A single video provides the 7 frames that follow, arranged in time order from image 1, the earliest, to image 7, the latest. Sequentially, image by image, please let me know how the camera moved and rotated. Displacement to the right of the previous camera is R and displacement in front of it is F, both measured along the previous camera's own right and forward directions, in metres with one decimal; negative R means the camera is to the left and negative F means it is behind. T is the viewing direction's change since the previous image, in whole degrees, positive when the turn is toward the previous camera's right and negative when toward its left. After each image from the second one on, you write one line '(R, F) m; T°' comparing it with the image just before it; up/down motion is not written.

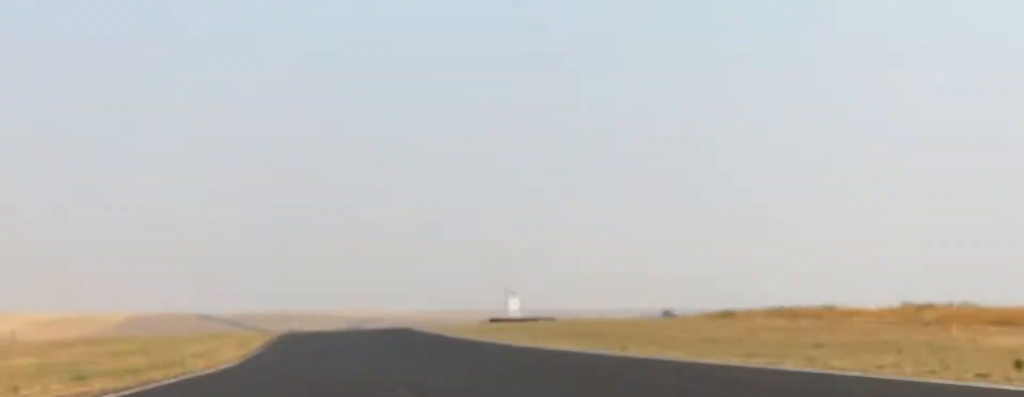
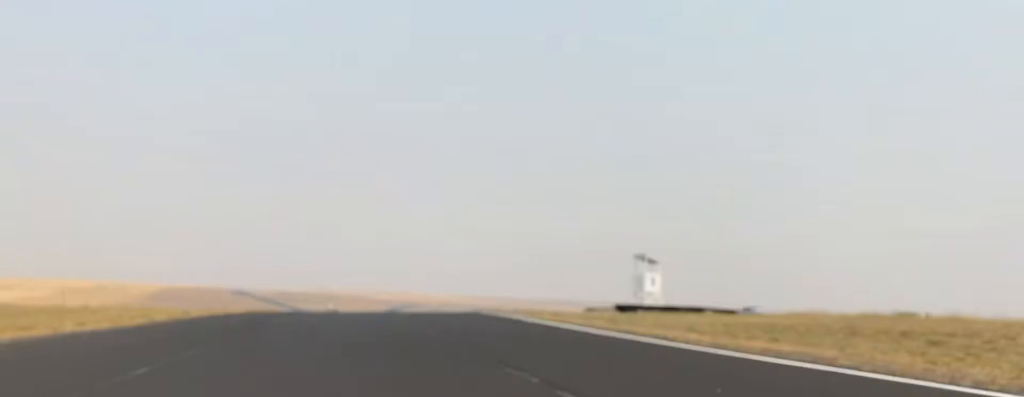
(-0.6, +47.0) m; -2°
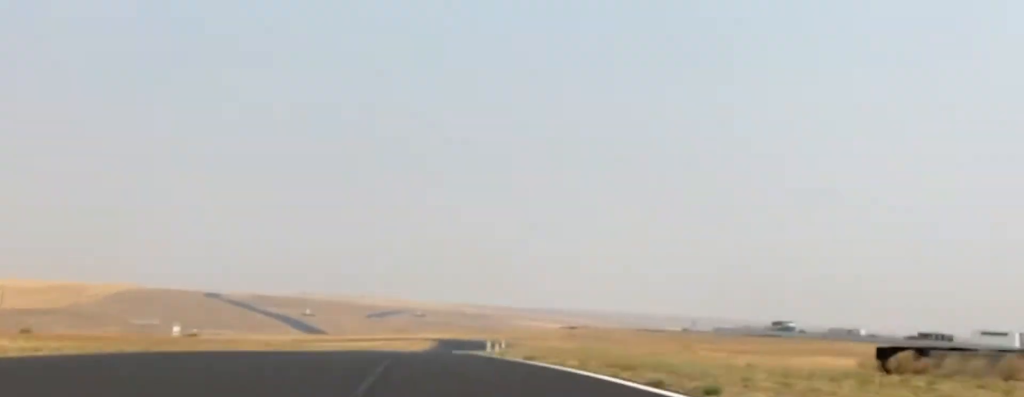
(-1.5, +45.7) m; 0°
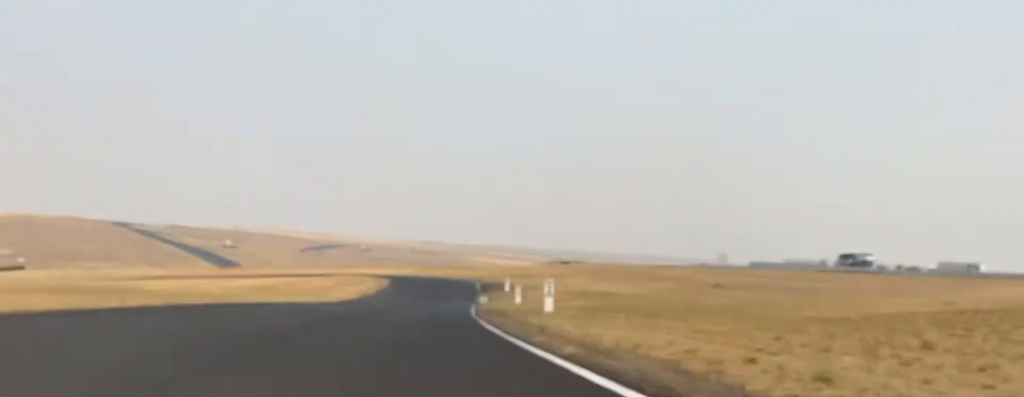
(+3.9, +79.2) m; +5°
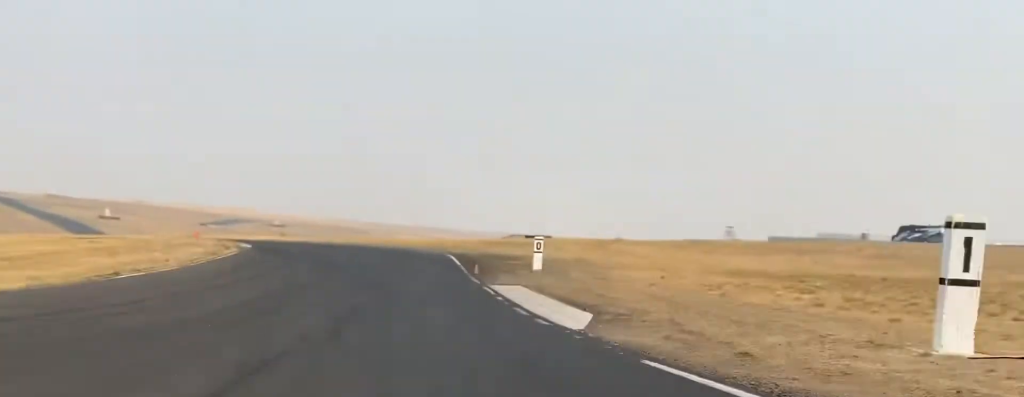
(+2.0, +65.4) m; +5°
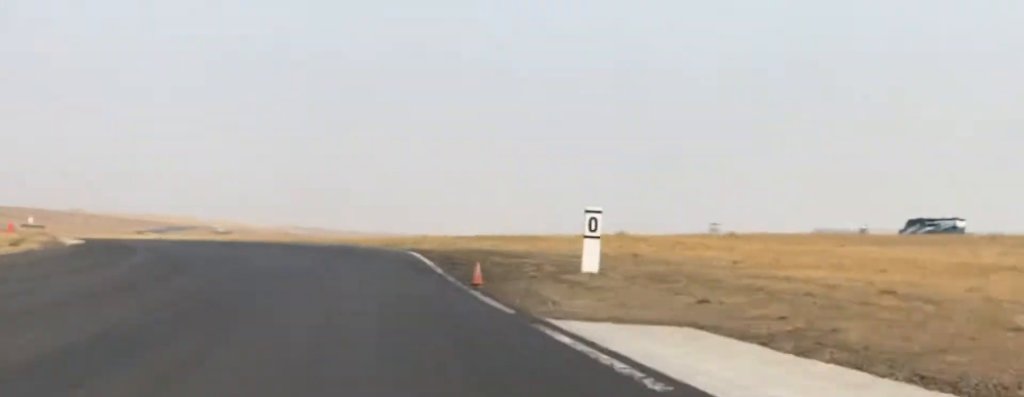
(+1.3, +22.0) m; +1°
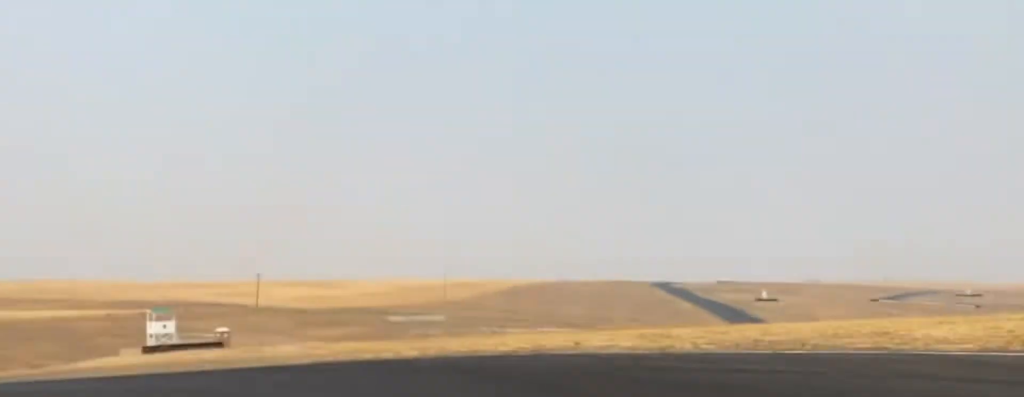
(-12.8, +46.2) m; -65°
